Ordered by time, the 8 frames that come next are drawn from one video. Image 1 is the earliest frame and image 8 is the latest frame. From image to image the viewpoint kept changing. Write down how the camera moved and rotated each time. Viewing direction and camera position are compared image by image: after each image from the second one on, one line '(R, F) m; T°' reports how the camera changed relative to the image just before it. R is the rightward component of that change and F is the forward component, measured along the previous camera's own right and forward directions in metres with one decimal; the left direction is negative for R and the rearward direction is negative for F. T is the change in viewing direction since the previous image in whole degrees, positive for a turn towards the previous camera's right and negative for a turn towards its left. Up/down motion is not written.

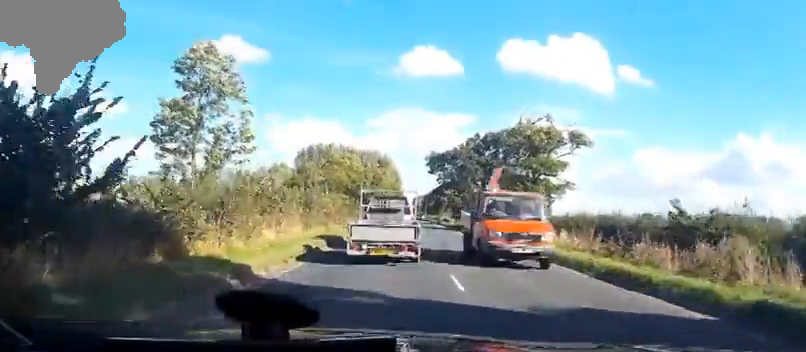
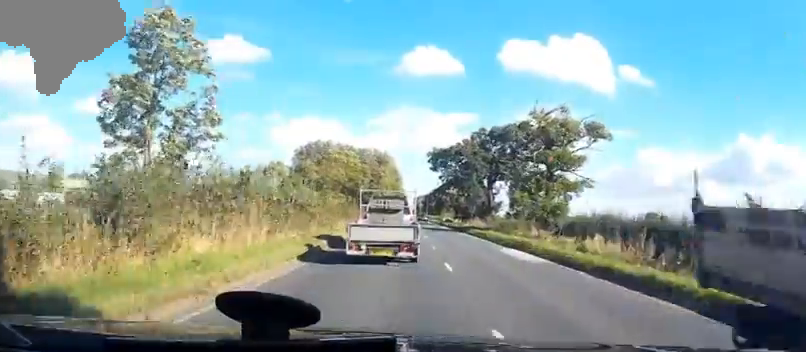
(-0.2, +5.0) m; 0°
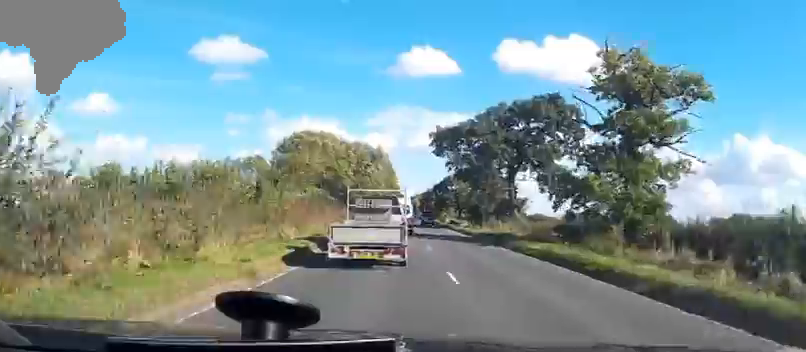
(+0.3, +16.9) m; +2°
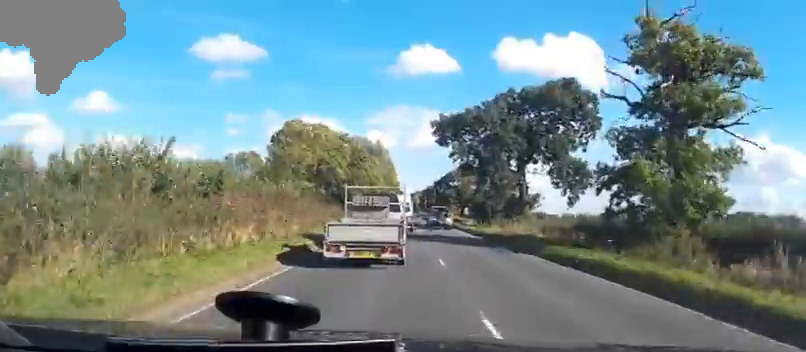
(0.0, +5.1) m; -1°
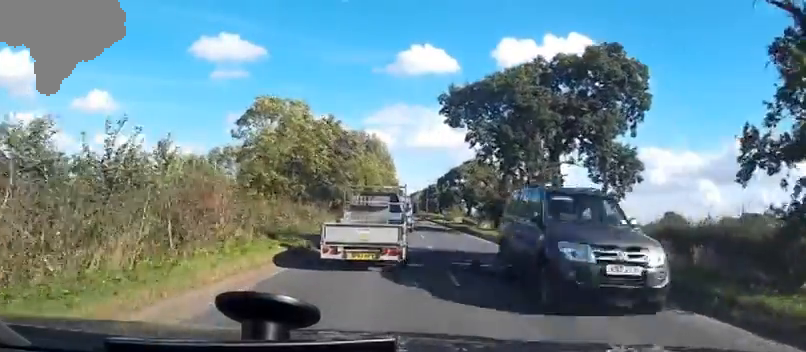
(-0.2, +11.3) m; -1°
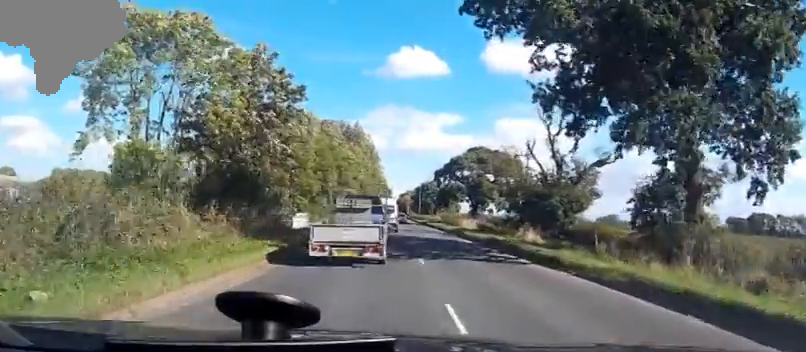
(+0.3, +20.9) m; +2°
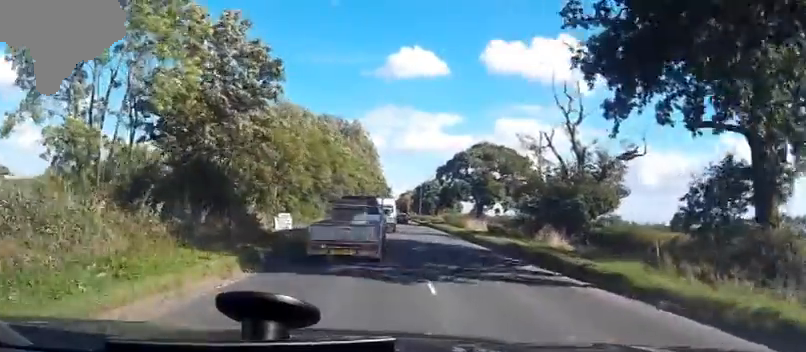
(0.0, +4.7) m; -1°
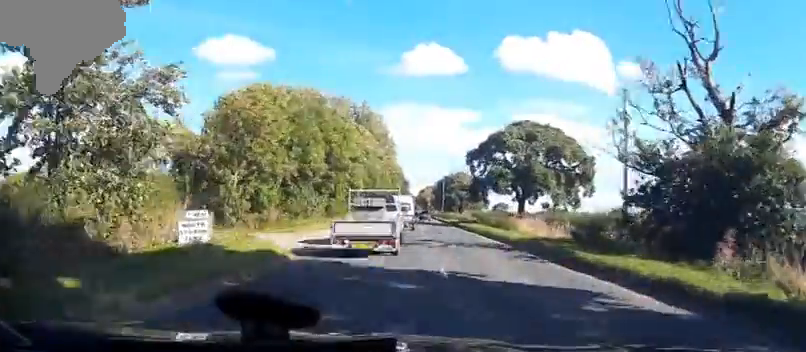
(-0.4, +14.6) m; -1°
